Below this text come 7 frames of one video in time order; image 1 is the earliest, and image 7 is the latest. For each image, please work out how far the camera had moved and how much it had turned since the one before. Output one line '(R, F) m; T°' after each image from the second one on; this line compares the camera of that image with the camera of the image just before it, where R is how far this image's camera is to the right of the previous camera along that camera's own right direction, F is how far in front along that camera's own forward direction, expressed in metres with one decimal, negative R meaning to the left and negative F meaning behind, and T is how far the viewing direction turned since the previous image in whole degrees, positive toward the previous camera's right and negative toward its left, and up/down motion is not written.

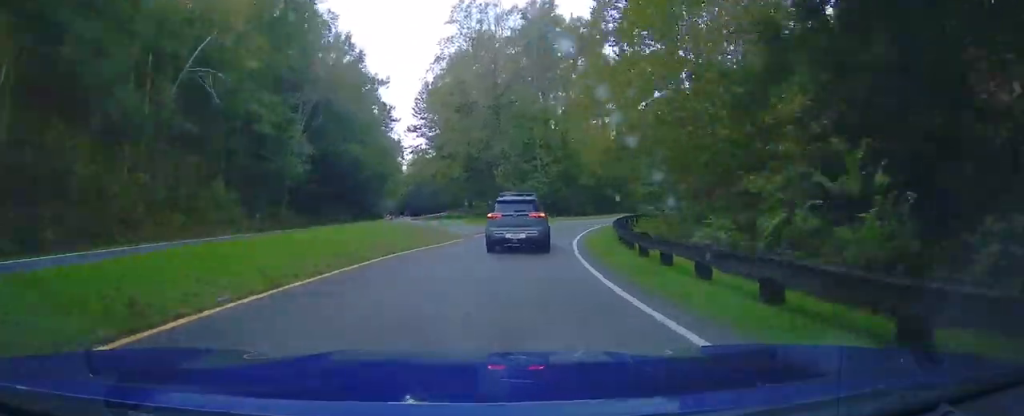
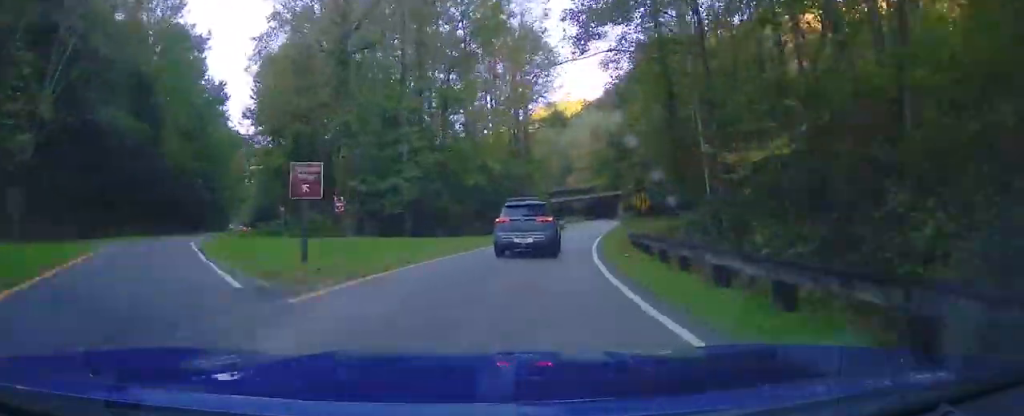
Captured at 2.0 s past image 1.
(+5.3, +28.5) m; +8°
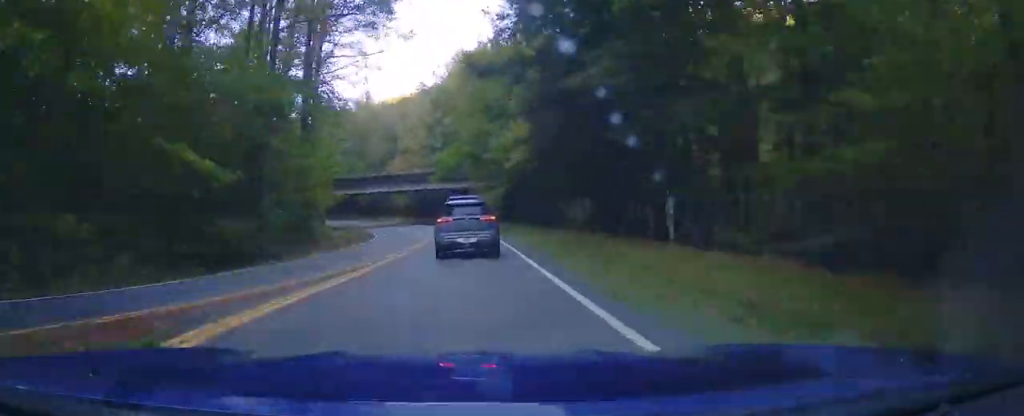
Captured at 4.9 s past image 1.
(+6.2, +42.5) m; +8°
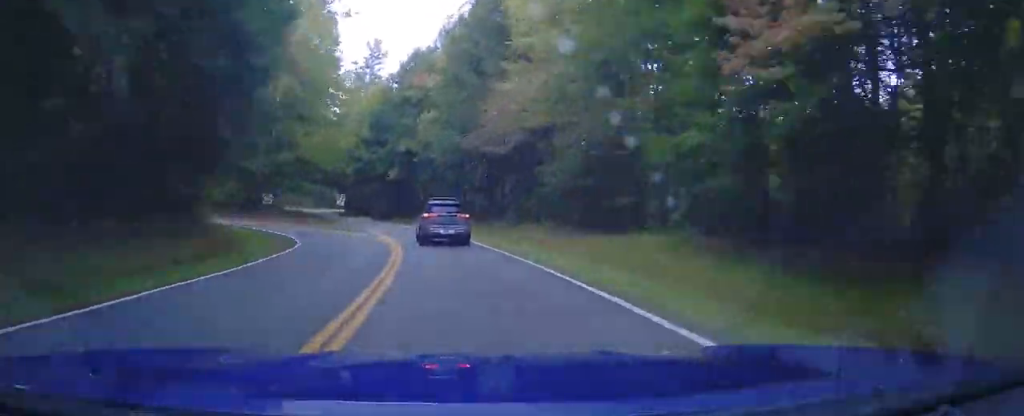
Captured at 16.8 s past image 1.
(-55.9, +157.1) m; -49°
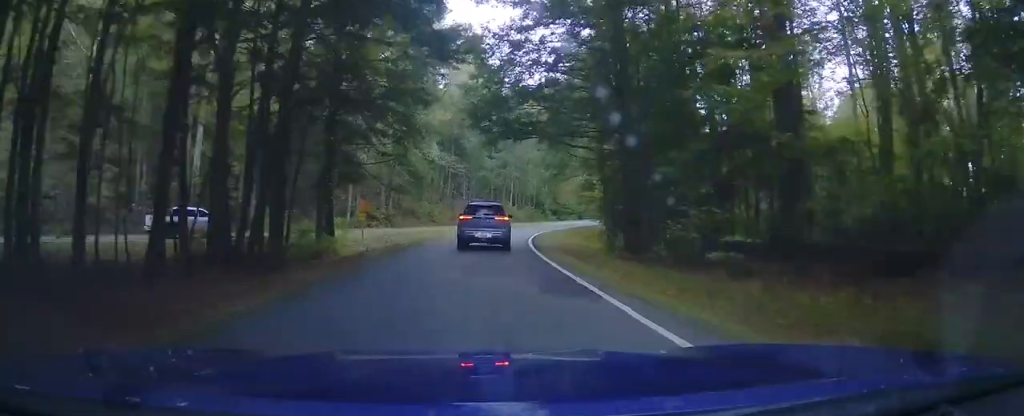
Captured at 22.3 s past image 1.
(-16.1, +80.2) m; -10°
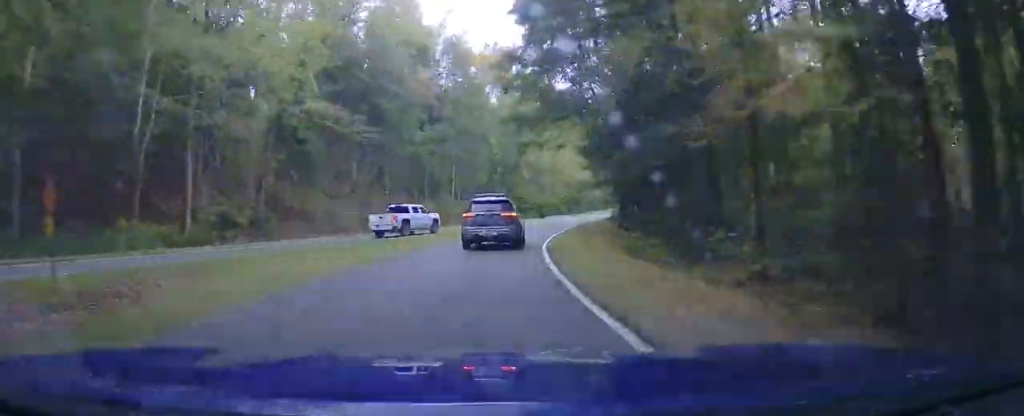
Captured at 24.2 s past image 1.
(-3.5, +27.7) m; +3°
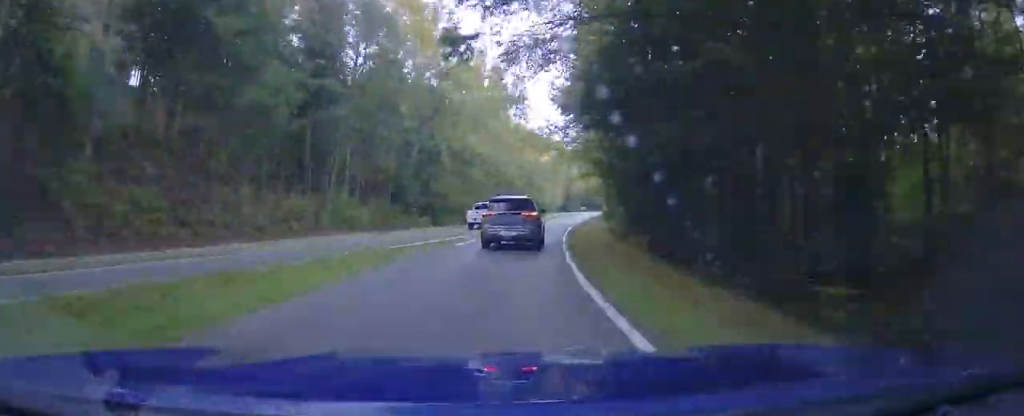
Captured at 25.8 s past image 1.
(+3.1, +23.9) m; +5°
